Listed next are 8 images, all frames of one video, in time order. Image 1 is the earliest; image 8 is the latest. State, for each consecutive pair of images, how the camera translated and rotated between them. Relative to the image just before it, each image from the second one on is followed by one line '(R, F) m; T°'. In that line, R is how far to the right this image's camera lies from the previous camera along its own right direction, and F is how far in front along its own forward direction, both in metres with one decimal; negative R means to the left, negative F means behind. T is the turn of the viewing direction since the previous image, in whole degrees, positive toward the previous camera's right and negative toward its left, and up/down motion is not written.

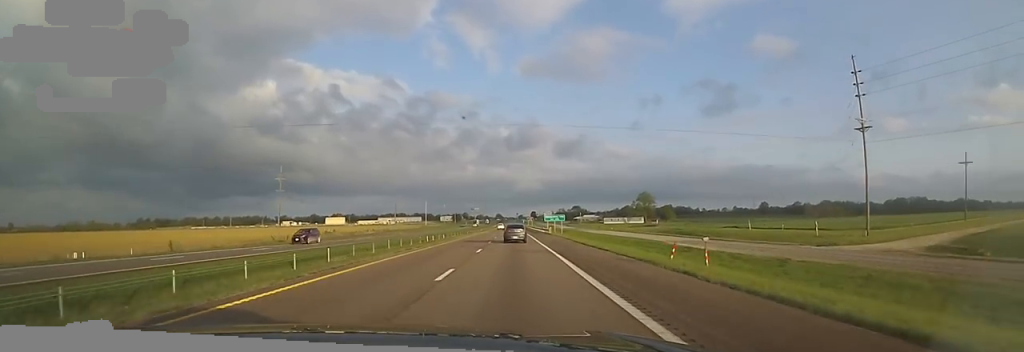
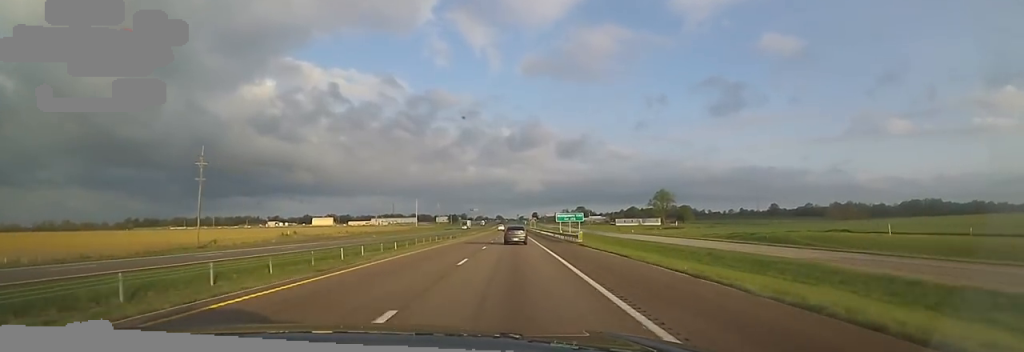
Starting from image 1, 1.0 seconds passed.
(+0.7, +32.1) m; +2°
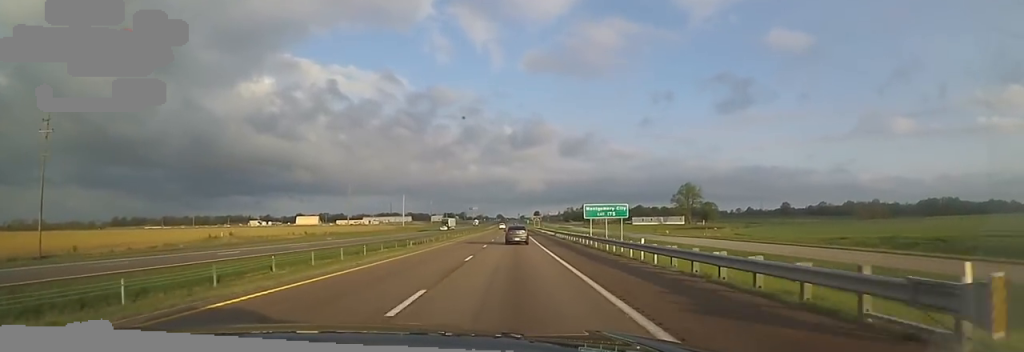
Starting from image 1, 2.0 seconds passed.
(+0.3, +34.2) m; -1°
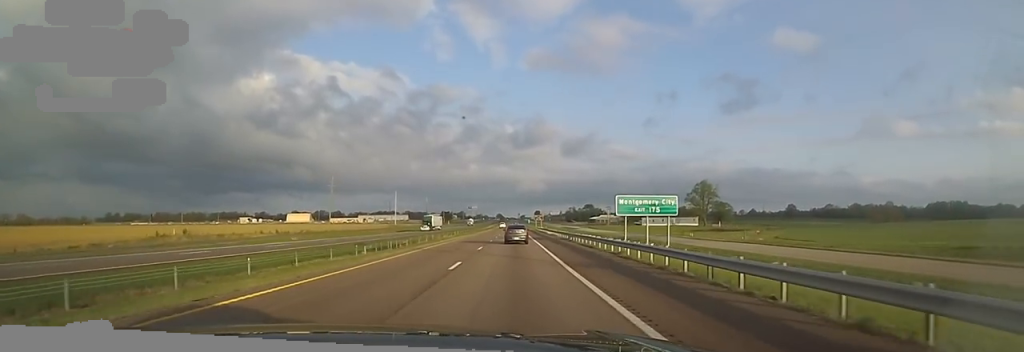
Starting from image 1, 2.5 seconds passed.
(-0.1, +16.4) m; -1°
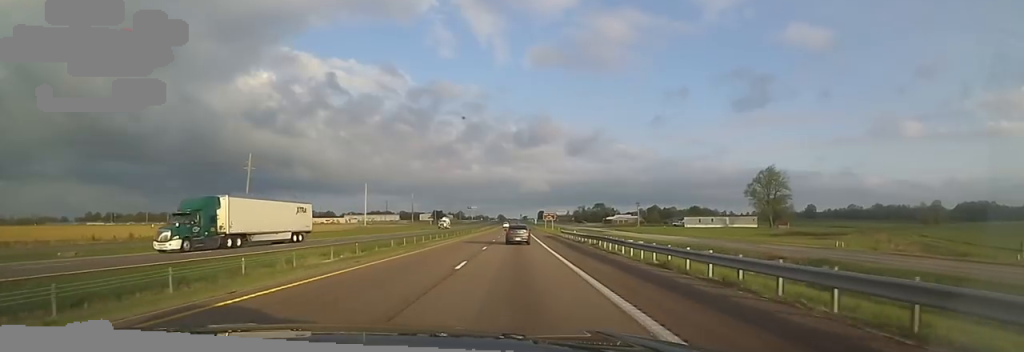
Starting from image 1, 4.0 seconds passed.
(-0.6, +48.9) m; +2°
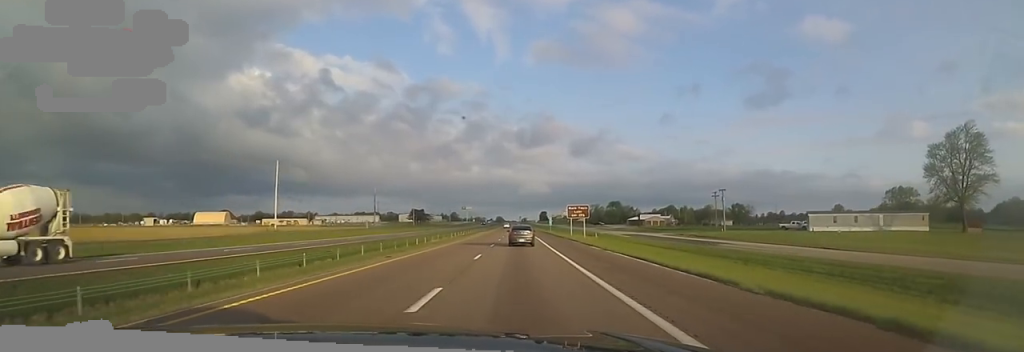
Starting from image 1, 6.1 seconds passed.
(+0.5, +68.6) m; -1°
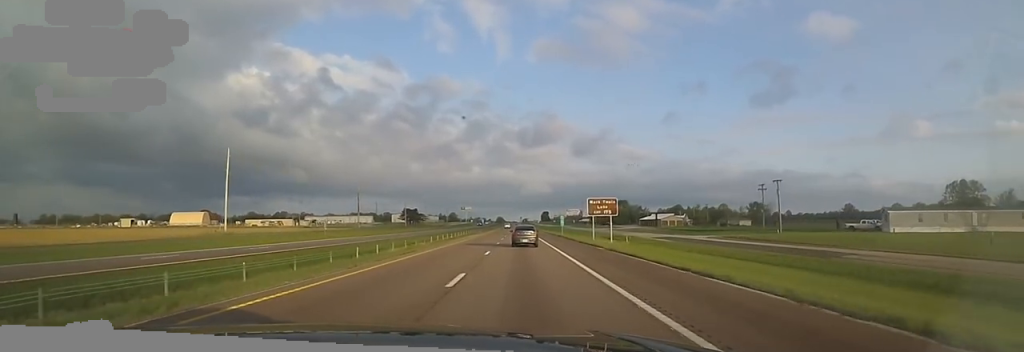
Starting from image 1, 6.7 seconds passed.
(0.0, +21.0) m; 0°
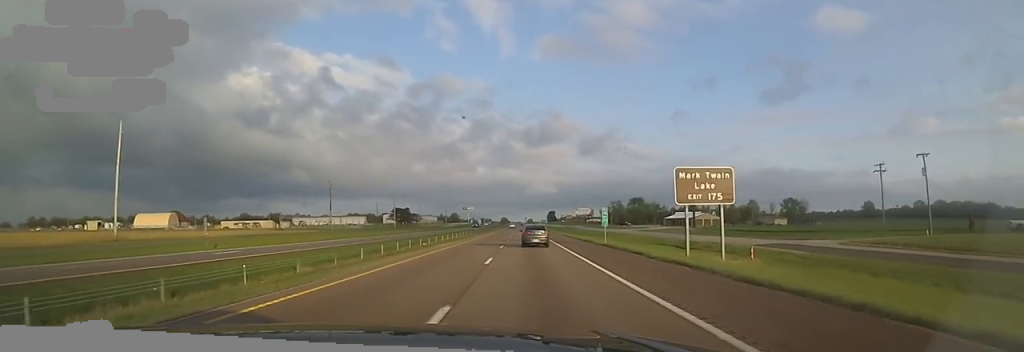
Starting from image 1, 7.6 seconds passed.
(+0.5, +29.7) m; 0°
